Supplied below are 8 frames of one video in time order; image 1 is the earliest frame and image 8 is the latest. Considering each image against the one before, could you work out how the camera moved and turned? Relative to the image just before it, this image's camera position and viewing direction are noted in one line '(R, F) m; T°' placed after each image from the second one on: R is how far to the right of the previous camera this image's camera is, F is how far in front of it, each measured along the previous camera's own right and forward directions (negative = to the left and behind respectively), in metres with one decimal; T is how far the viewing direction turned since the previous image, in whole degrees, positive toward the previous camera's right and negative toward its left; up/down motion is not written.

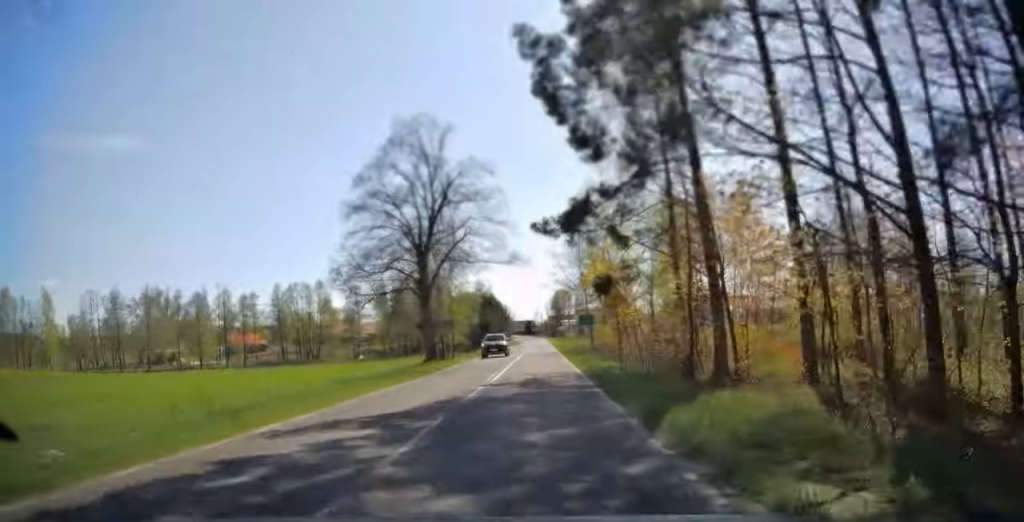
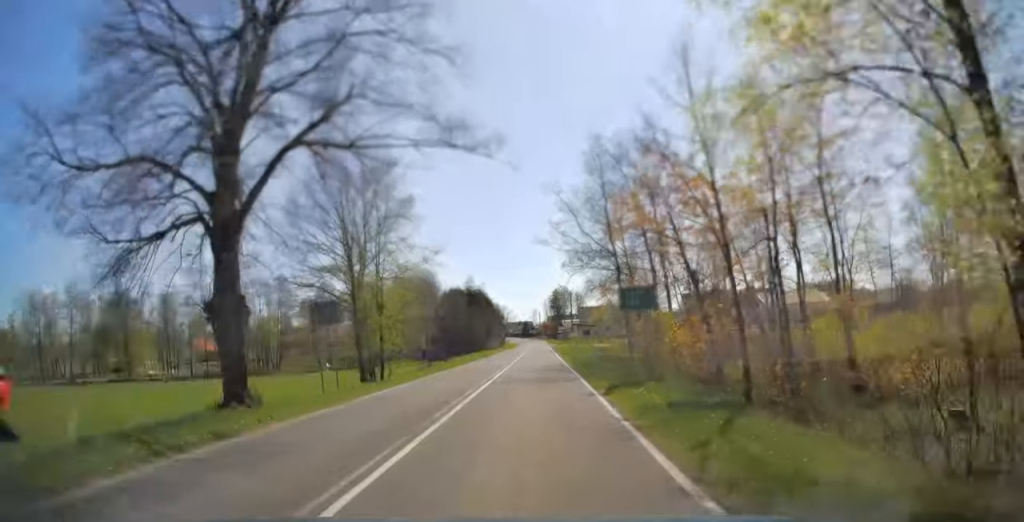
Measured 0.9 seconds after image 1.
(-0.1, +20.5) m; 0°
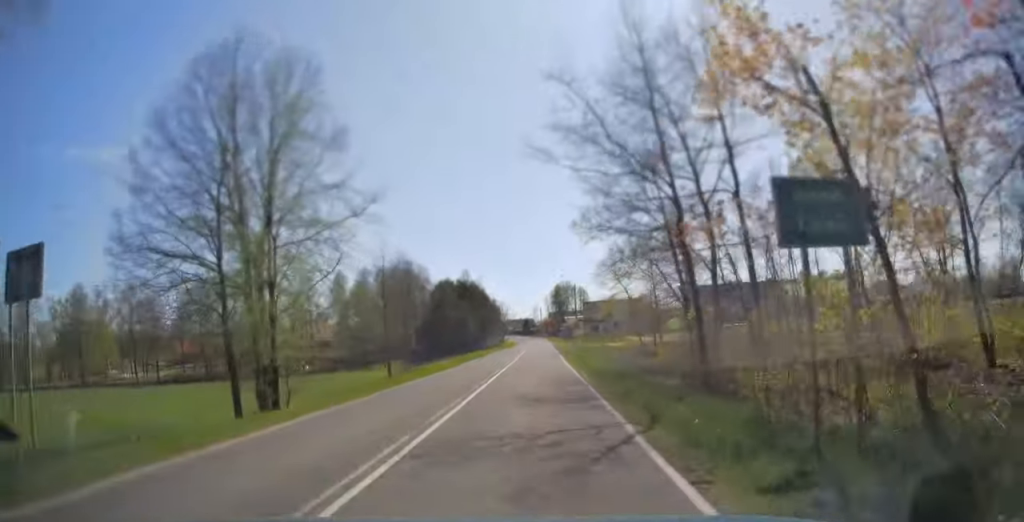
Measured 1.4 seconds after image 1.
(0.0, +11.1) m; 0°
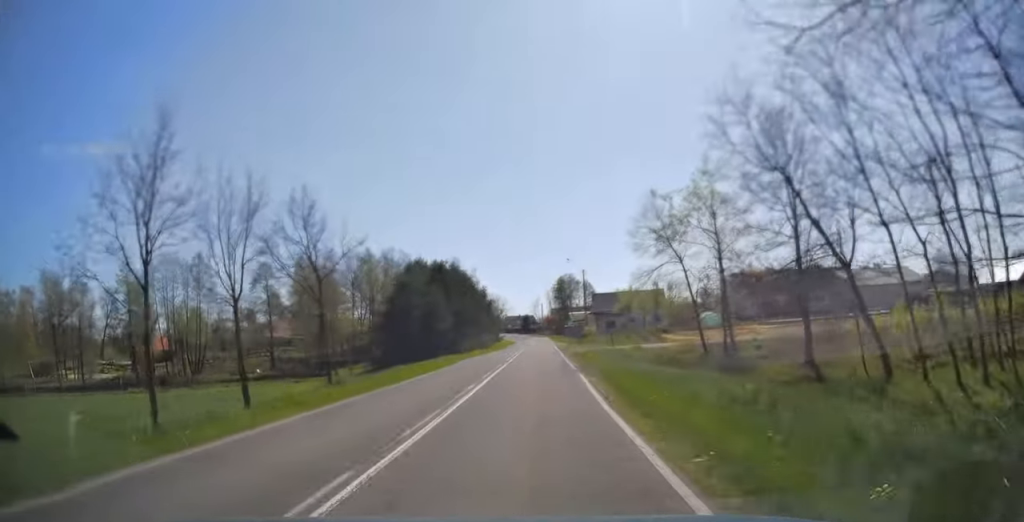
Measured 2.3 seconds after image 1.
(0.0, +19.4) m; 0°
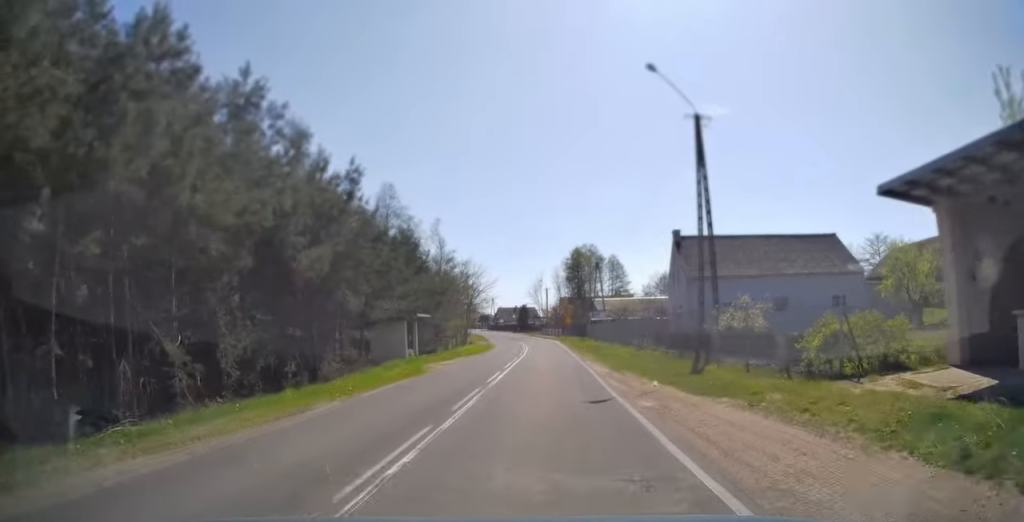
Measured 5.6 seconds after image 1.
(-0.6, +62.0) m; -1°
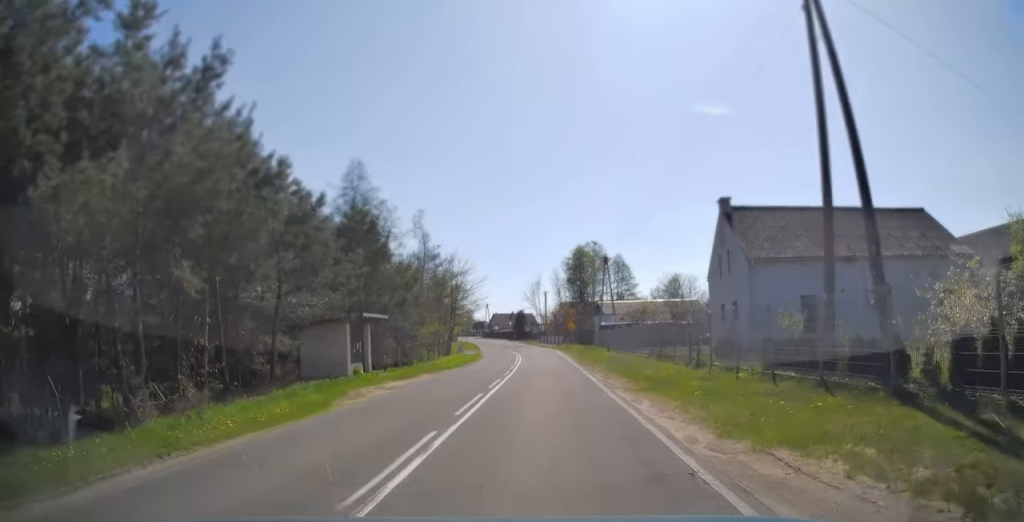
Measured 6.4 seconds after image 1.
(0.0, +12.3) m; -1°
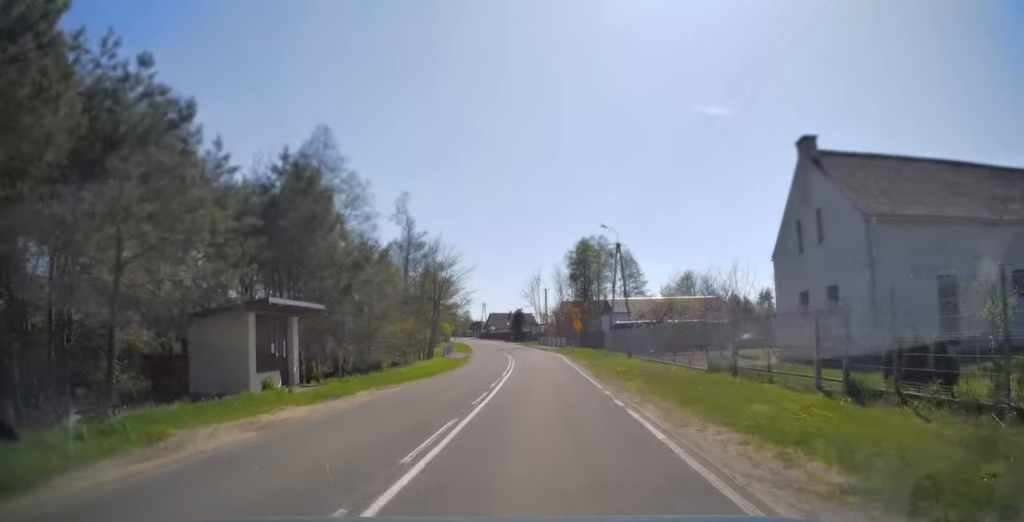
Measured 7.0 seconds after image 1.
(-0.2, +10.3) m; -1°
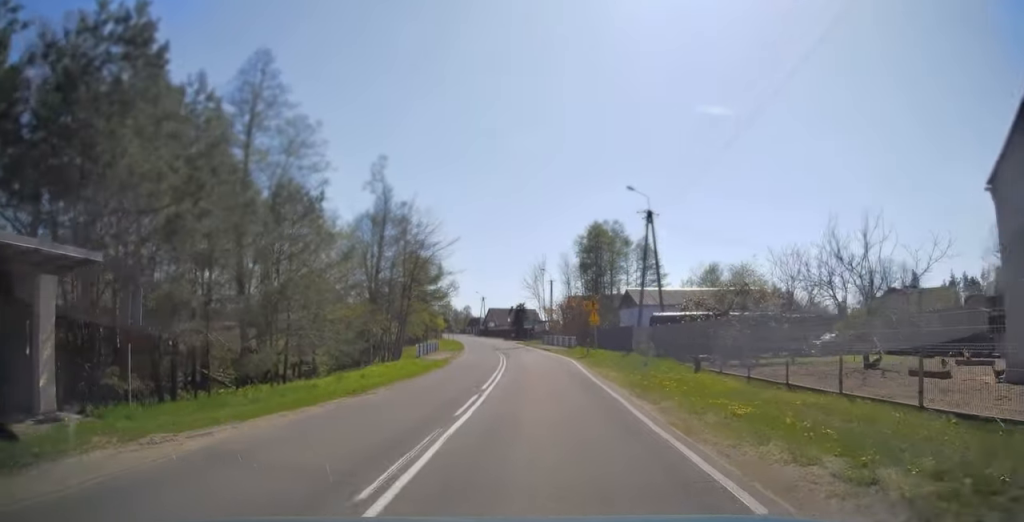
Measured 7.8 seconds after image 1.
(-0.1, +13.8) m; 0°
